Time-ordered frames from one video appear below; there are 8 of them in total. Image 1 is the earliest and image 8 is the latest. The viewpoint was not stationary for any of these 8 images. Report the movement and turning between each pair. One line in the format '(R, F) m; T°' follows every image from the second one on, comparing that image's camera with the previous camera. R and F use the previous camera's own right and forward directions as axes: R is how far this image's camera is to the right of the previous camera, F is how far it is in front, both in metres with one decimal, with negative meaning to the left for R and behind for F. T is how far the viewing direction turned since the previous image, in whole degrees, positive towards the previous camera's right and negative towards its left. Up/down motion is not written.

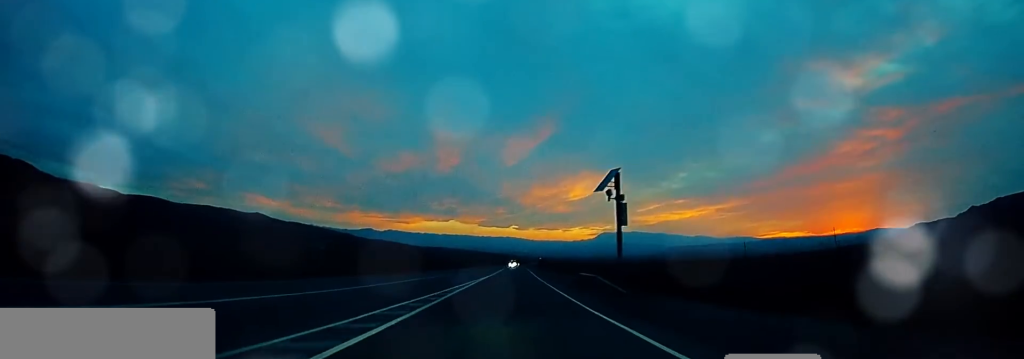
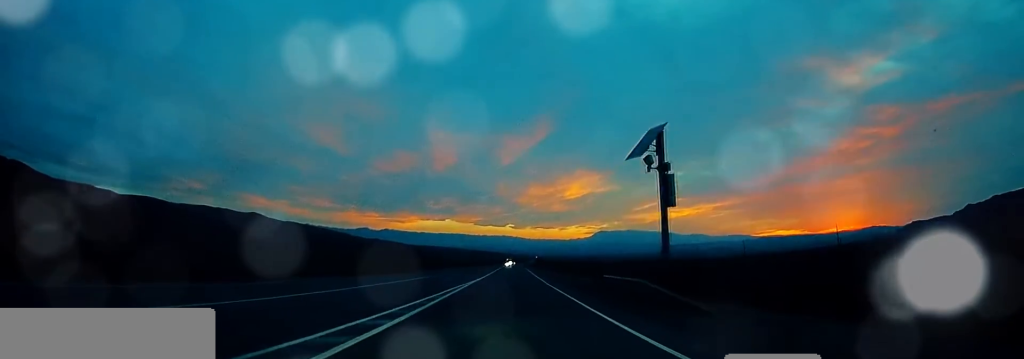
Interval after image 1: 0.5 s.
(+0.1, +8.3) m; +1°
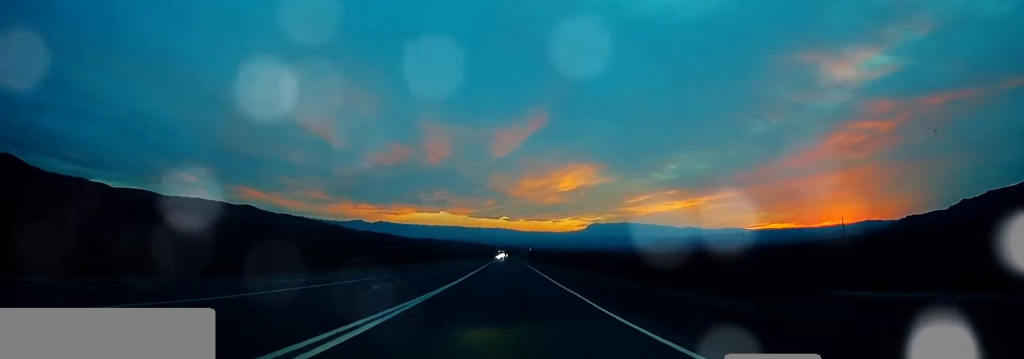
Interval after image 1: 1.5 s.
(+0.3, +16.0) m; +1°
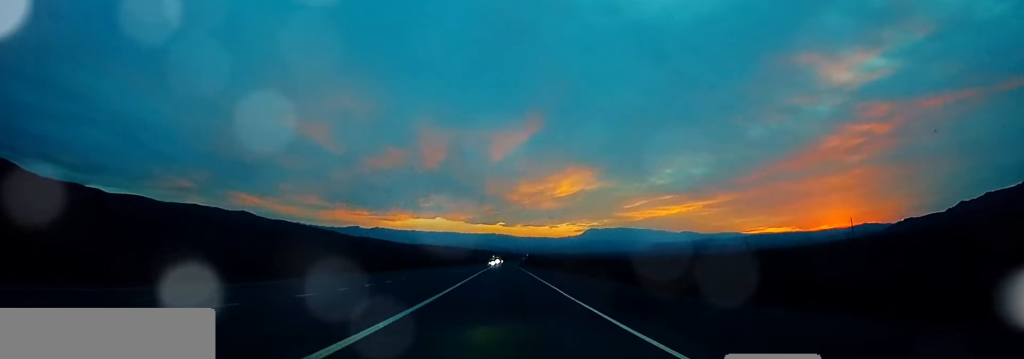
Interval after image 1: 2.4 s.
(0.0, +15.6) m; 0°
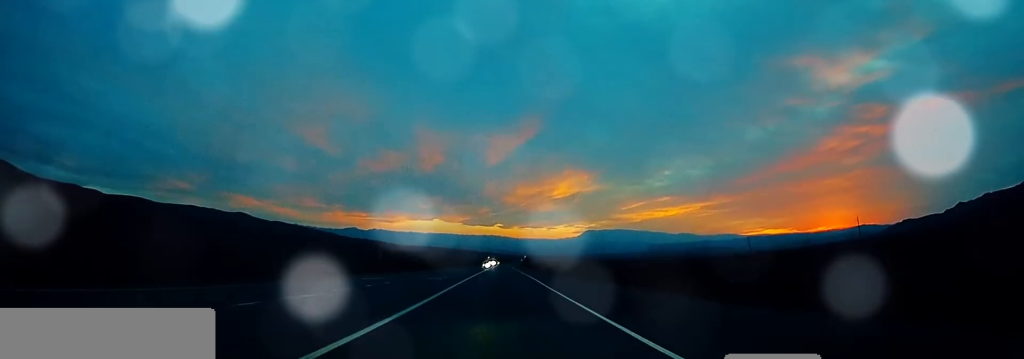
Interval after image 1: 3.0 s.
(0.0, +11.2) m; +1°
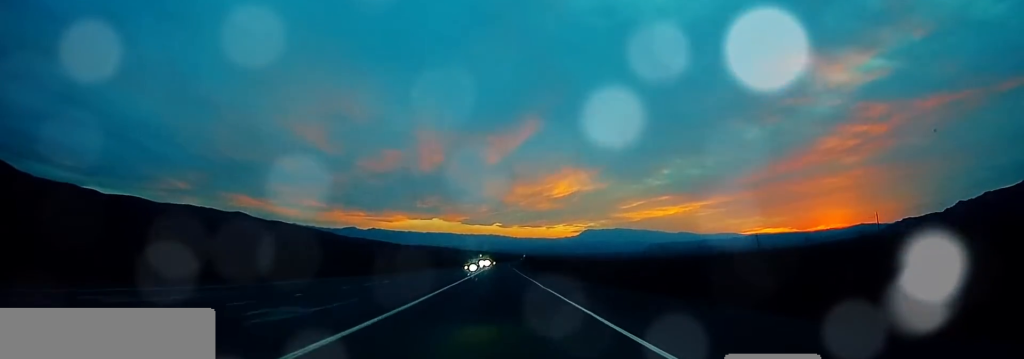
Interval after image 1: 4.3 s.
(+0.4, +23.0) m; +2°
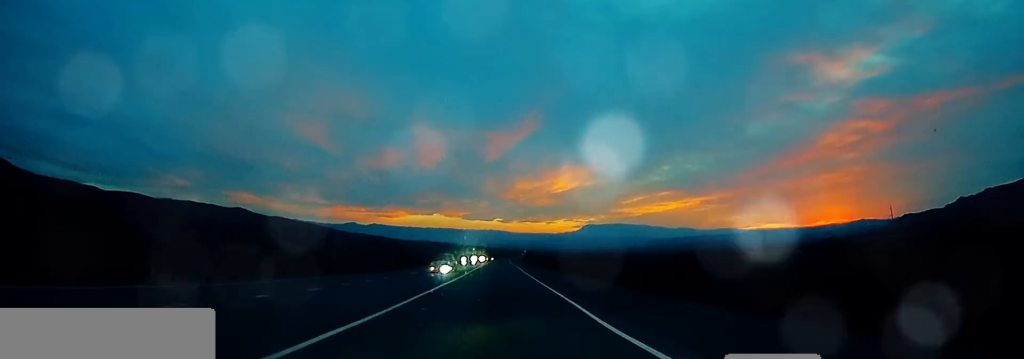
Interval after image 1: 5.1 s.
(0.0, +14.7) m; 0°
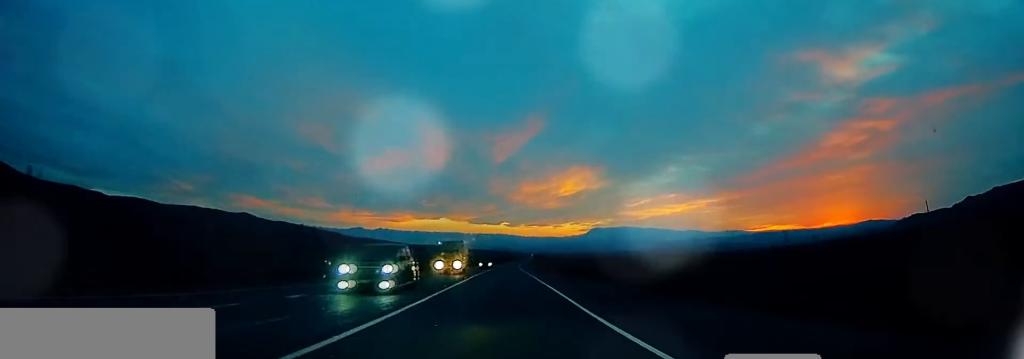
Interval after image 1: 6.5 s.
(+0.1, +28.7) m; 0°
